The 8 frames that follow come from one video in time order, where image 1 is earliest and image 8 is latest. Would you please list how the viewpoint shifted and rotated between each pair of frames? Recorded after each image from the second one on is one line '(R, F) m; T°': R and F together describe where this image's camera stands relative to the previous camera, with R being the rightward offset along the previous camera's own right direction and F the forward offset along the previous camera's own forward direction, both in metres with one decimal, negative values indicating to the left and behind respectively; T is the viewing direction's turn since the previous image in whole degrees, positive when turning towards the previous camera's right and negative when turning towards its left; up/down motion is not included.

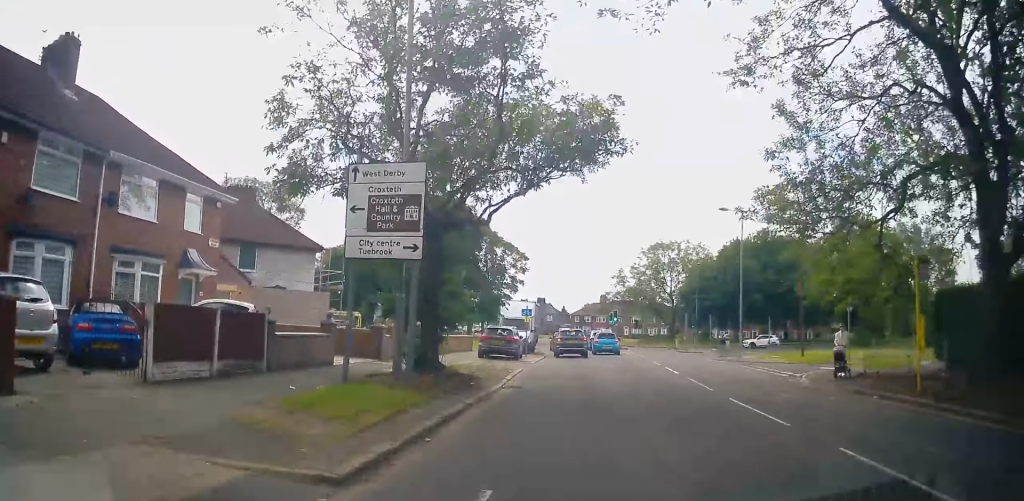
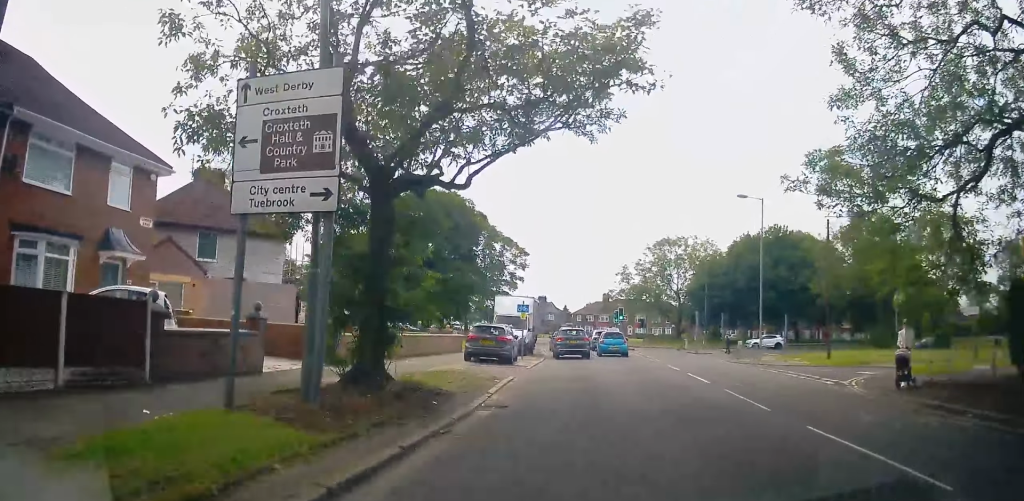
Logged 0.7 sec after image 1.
(+0.1, +4.2) m; +1°
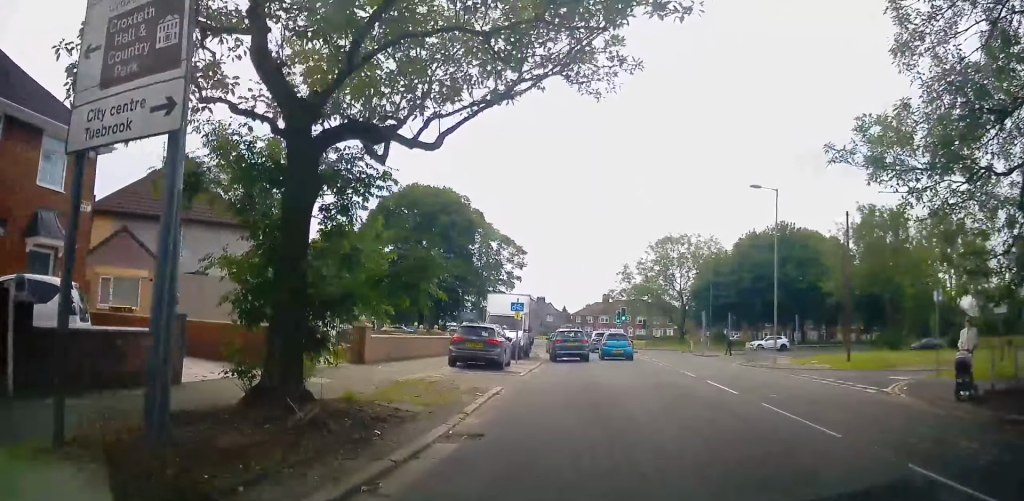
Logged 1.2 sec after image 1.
(+0.1, +3.1) m; +1°
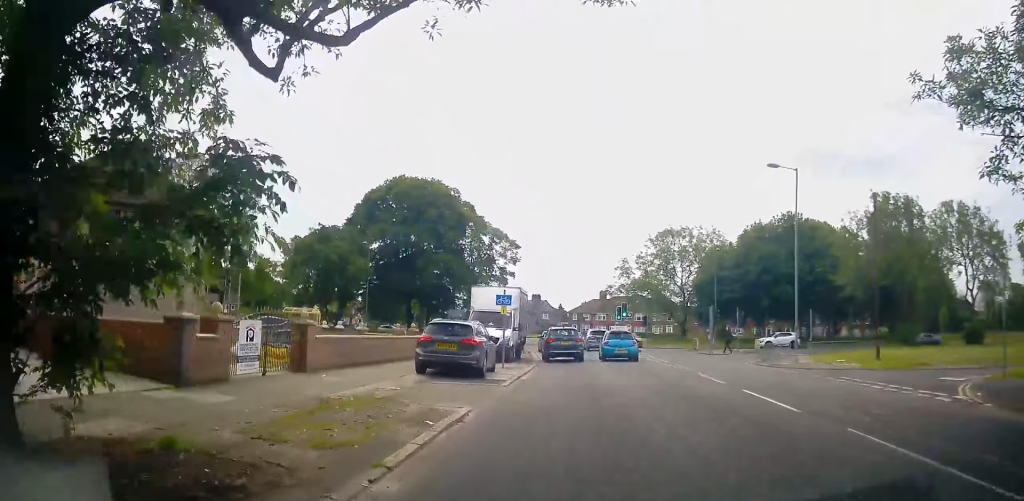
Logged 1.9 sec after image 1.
(0.0, +4.0) m; -1°
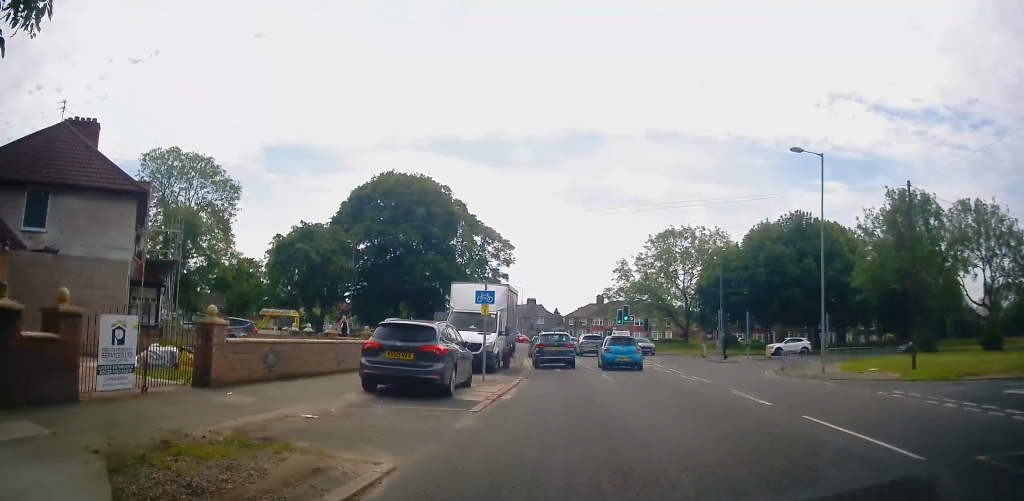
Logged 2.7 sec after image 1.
(-0.1, +4.0) m; -3°
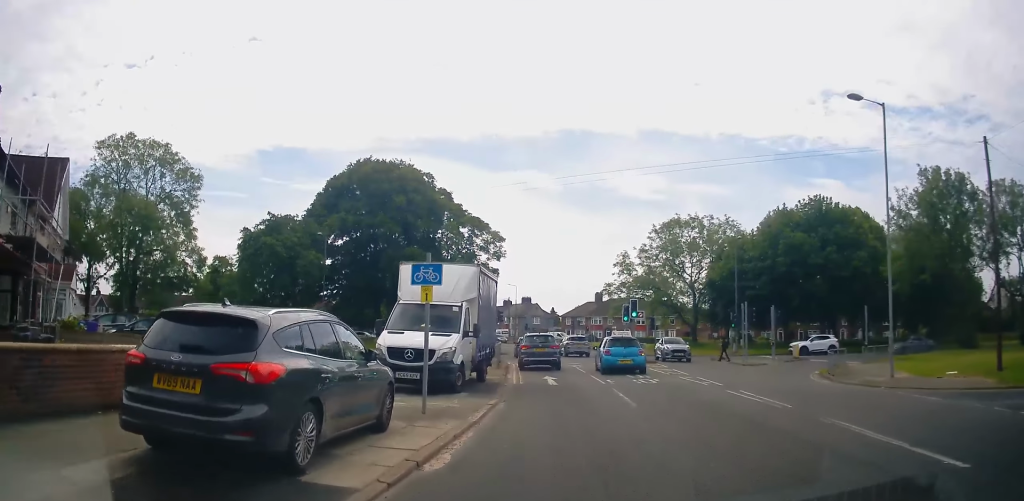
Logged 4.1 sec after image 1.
(-0.5, +6.5) m; -2°
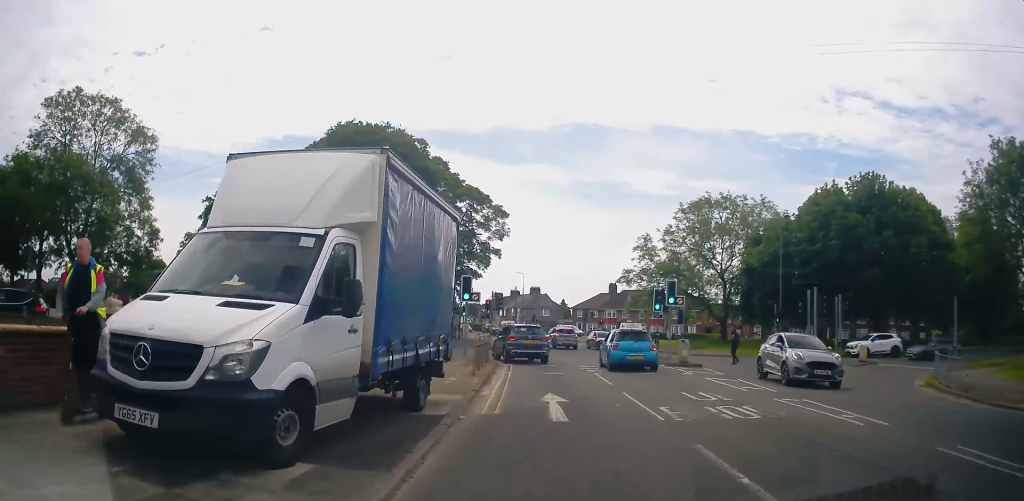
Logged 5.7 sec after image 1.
(+0.4, +8.5) m; +1°
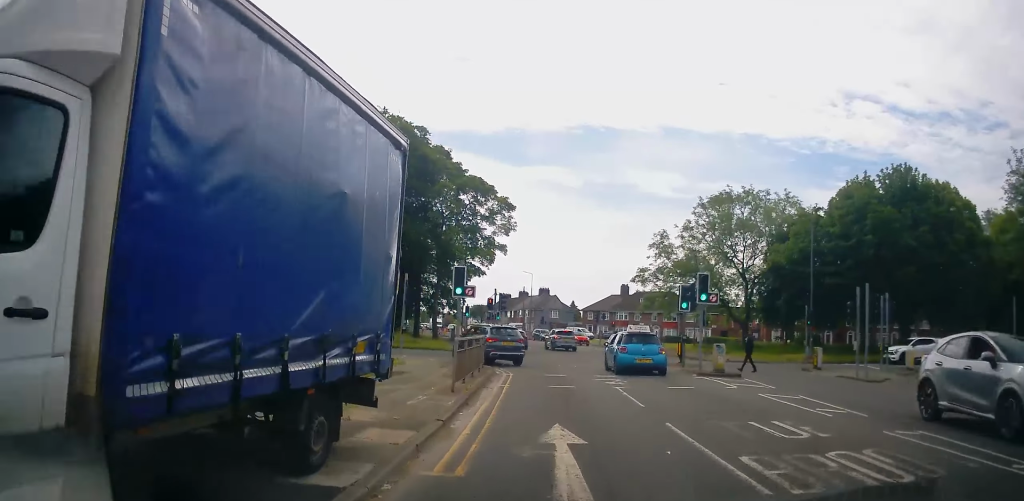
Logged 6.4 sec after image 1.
(-0.1, +4.3) m; -2°
